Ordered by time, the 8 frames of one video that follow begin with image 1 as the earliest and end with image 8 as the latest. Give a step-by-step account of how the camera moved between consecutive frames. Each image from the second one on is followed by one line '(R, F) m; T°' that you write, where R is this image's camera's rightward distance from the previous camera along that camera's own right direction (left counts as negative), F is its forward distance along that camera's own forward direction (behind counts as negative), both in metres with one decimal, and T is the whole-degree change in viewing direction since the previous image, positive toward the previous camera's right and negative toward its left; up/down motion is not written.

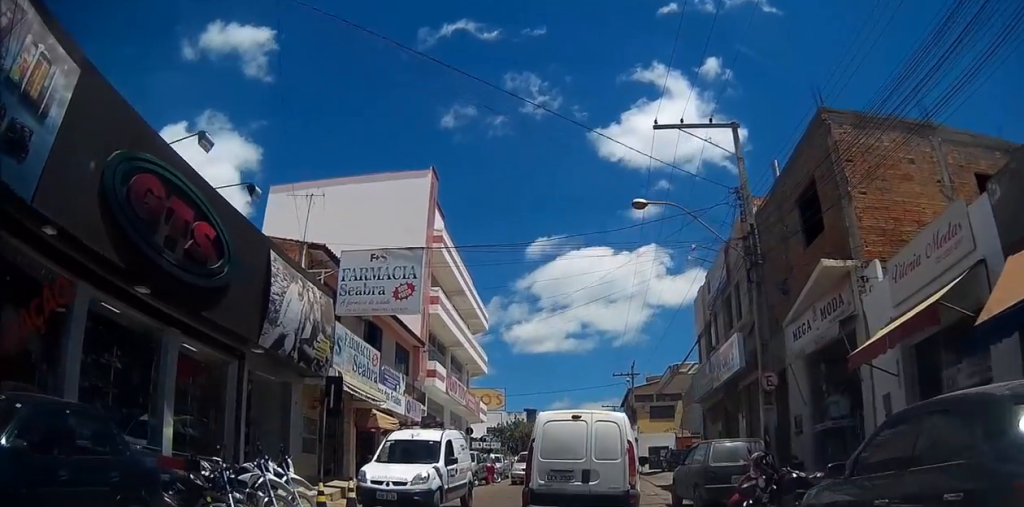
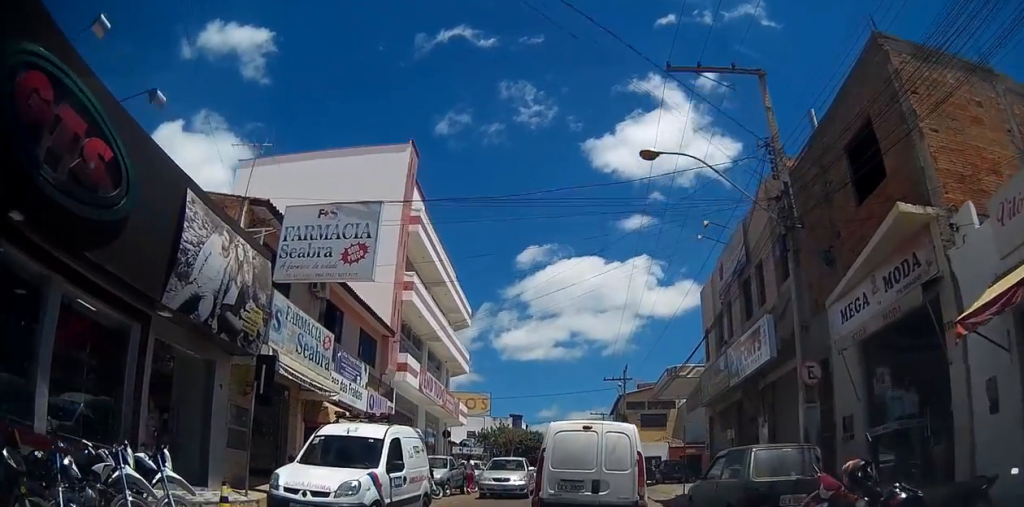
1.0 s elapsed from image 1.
(0.0, +3.2) m; 0°
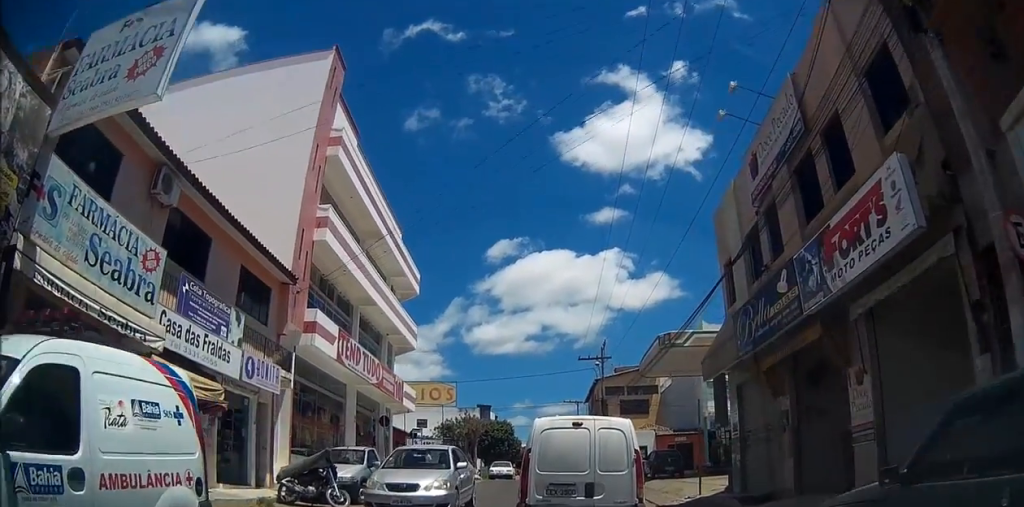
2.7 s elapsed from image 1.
(0.0, +5.6) m; -4°
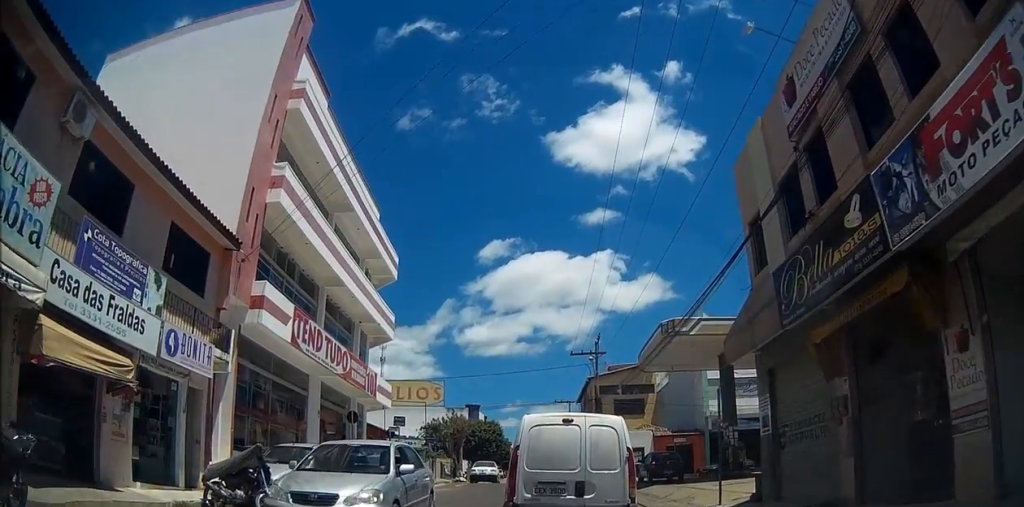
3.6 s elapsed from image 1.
(-0.1, +2.8) m; -4°
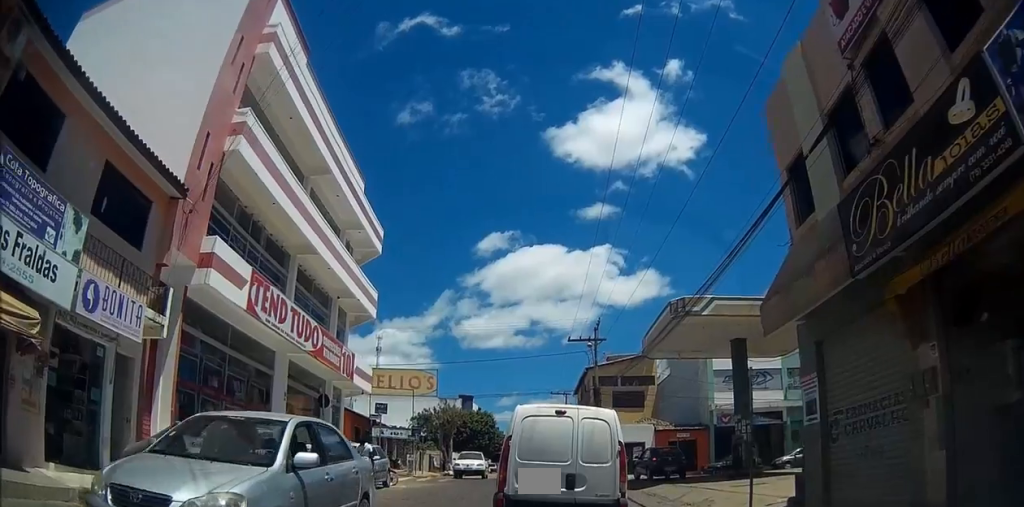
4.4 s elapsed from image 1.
(-0.2, +2.6) m; +1°
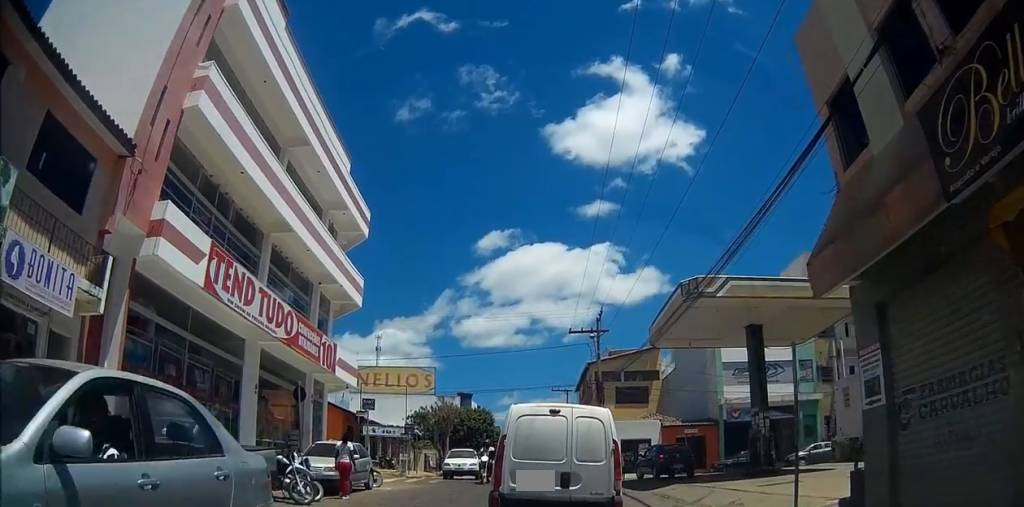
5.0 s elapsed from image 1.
(+0.2, +1.9) m; +4°
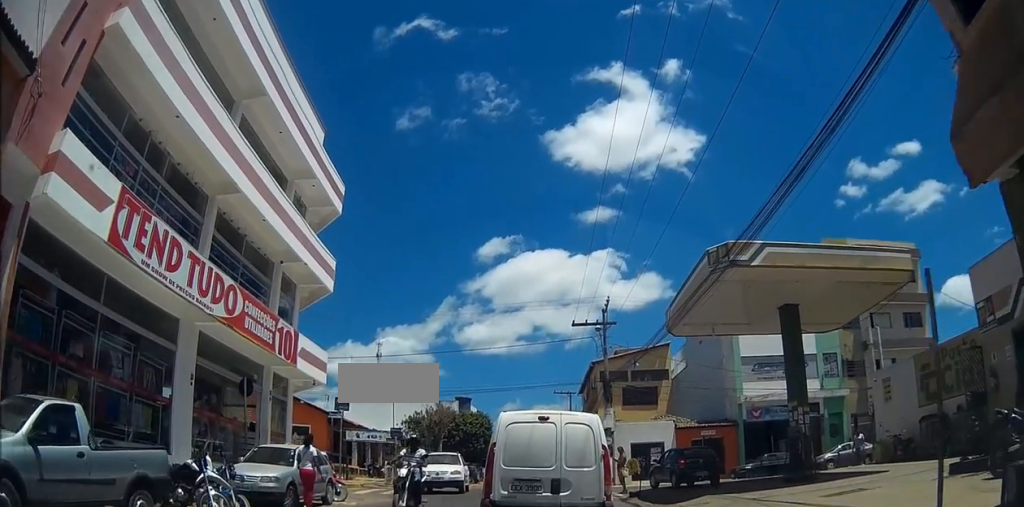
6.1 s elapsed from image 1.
(+0.1, +3.5) m; +2°
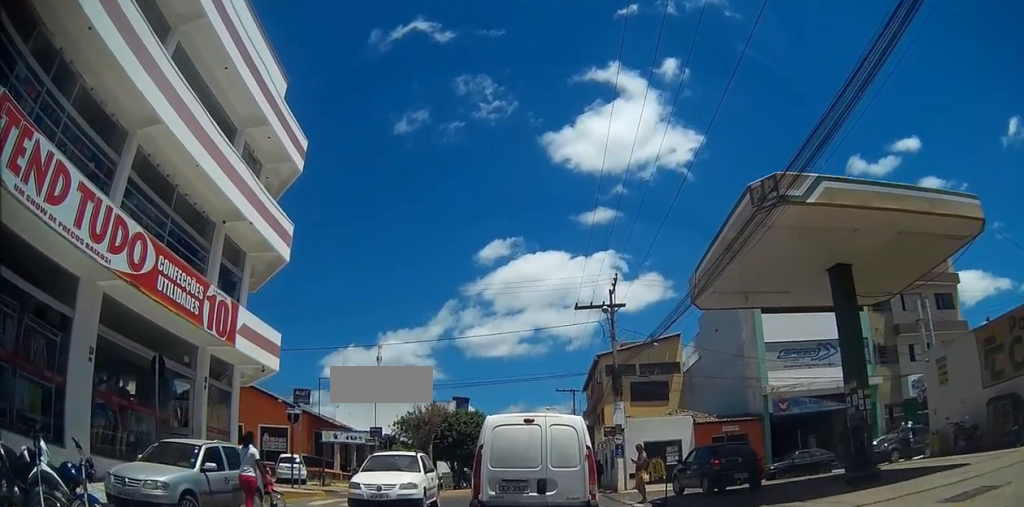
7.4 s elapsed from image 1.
(+0.1, +4.3) m; +6°
